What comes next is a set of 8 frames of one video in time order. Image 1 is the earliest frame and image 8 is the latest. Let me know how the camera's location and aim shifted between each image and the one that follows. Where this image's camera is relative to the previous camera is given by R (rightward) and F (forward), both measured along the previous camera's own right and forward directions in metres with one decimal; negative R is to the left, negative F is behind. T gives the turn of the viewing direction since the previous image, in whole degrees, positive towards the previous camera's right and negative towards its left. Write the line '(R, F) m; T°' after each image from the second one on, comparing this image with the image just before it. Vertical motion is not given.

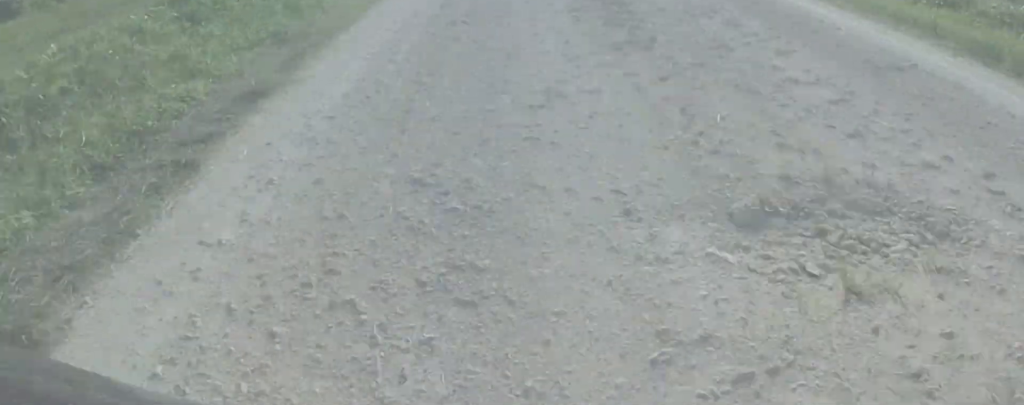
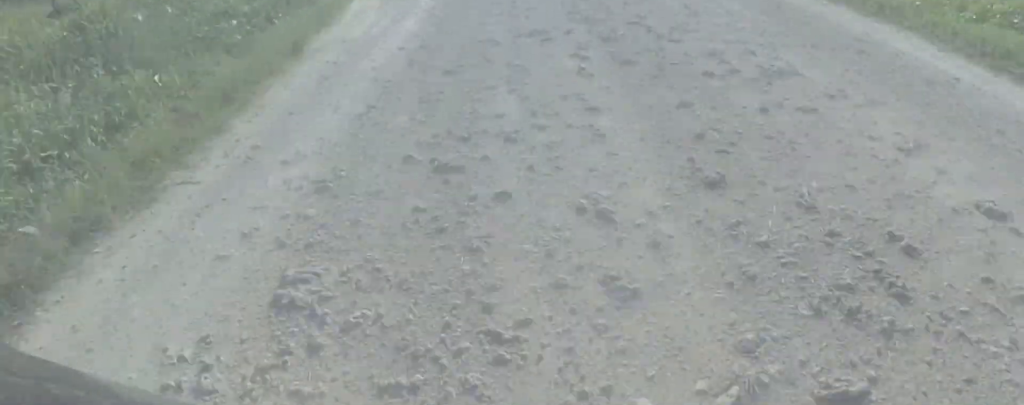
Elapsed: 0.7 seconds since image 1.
(+0.9, +6.6) m; 0°
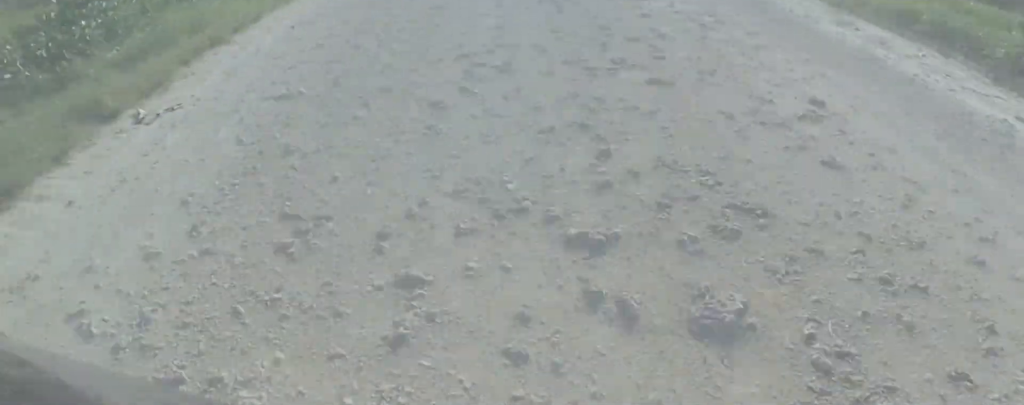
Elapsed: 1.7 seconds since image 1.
(-0.9, +9.8) m; -1°
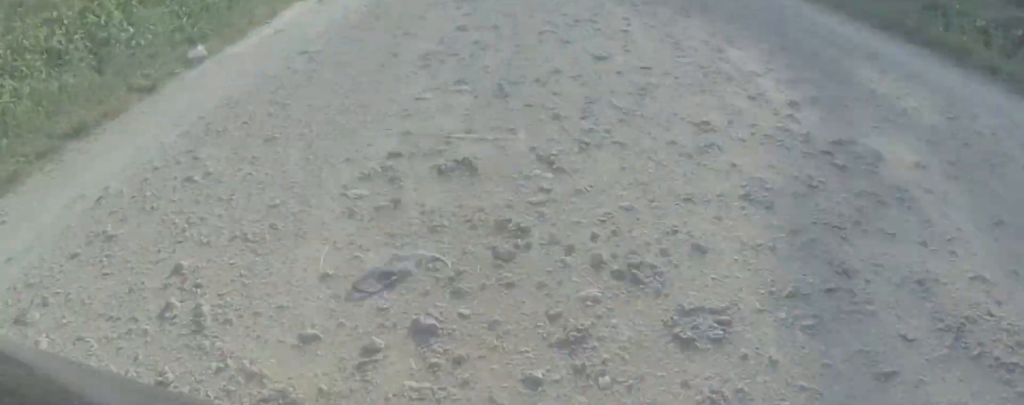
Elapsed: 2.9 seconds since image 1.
(+0.8, +11.9) m; +1°
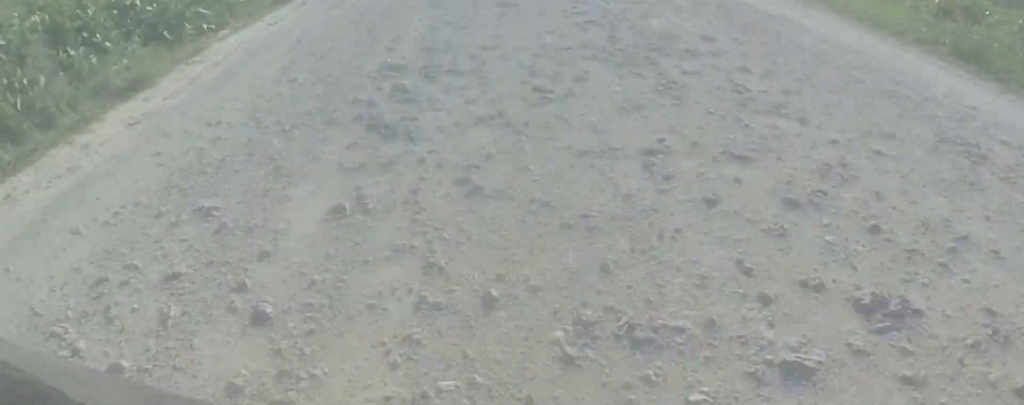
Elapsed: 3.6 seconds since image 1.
(-0.7, +6.5) m; +2°
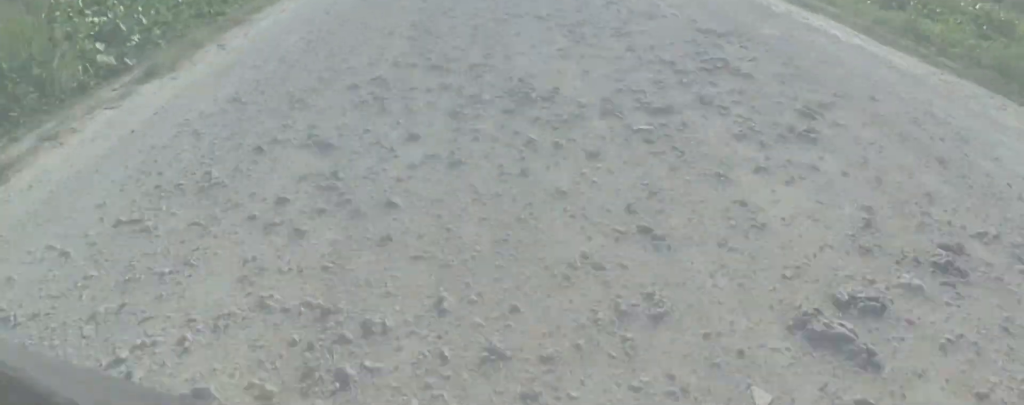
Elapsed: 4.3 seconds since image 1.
(+0.4, +5.5) m; +1°
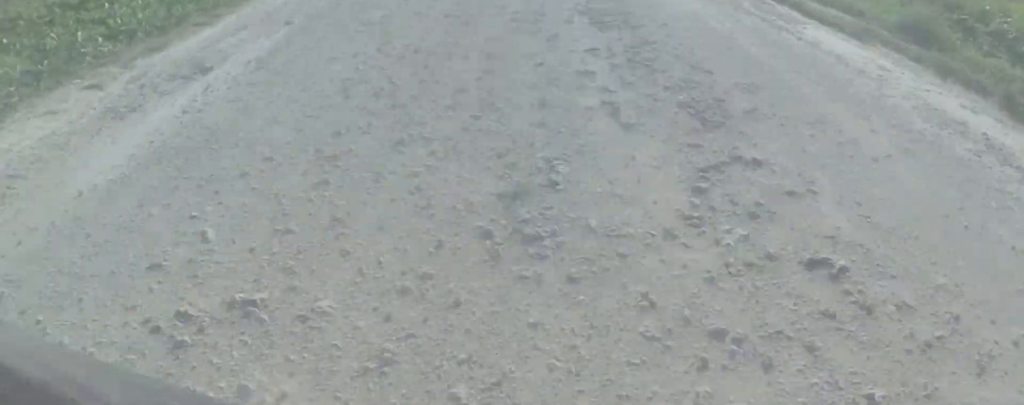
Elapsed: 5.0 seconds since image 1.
(+0.4, +5.8) m; -2°
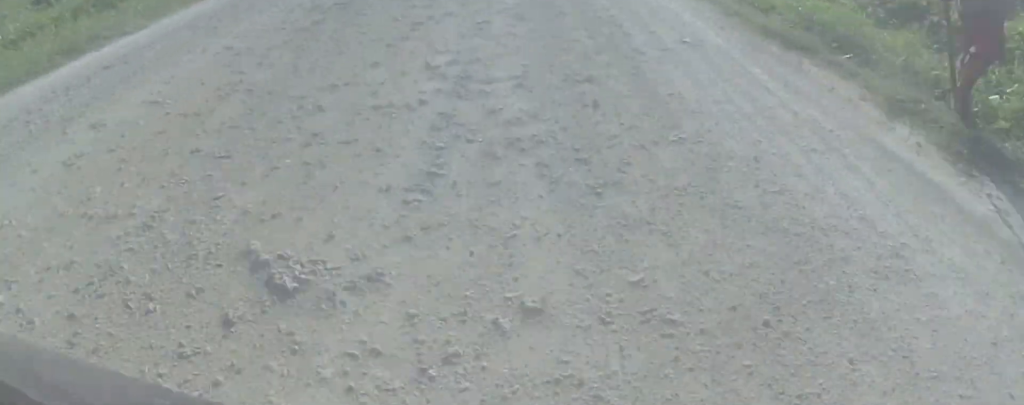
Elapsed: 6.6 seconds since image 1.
(-1.8, +12.7) m; 0°
